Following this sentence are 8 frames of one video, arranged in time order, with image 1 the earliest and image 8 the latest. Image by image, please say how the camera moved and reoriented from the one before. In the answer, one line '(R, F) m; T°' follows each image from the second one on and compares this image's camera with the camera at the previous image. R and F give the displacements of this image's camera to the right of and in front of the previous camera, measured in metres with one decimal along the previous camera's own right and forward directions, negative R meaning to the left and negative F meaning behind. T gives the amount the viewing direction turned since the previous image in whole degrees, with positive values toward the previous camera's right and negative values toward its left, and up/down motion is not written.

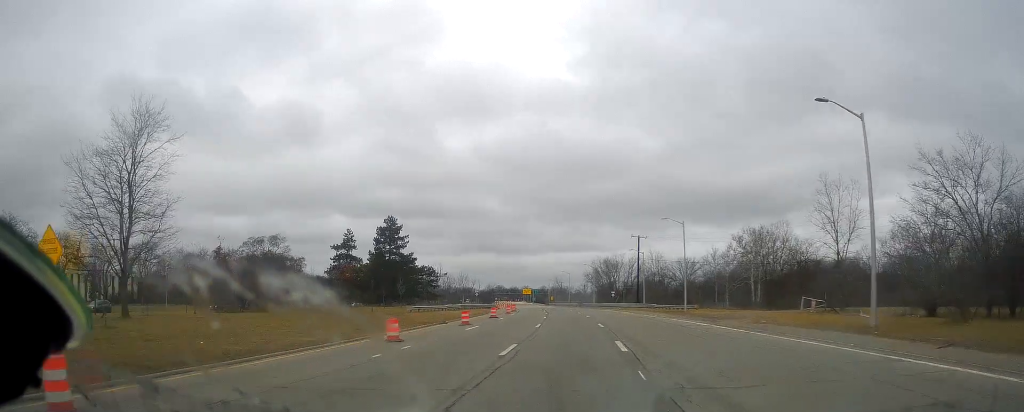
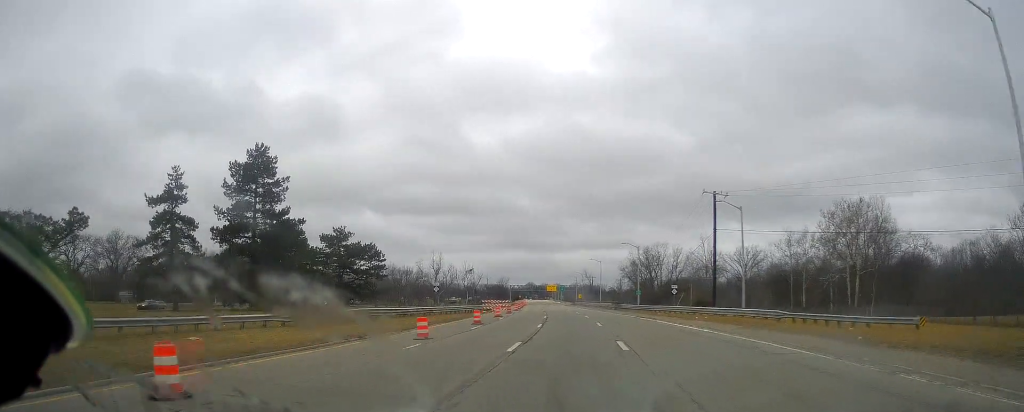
(-1.8, +44.8) m; -5°
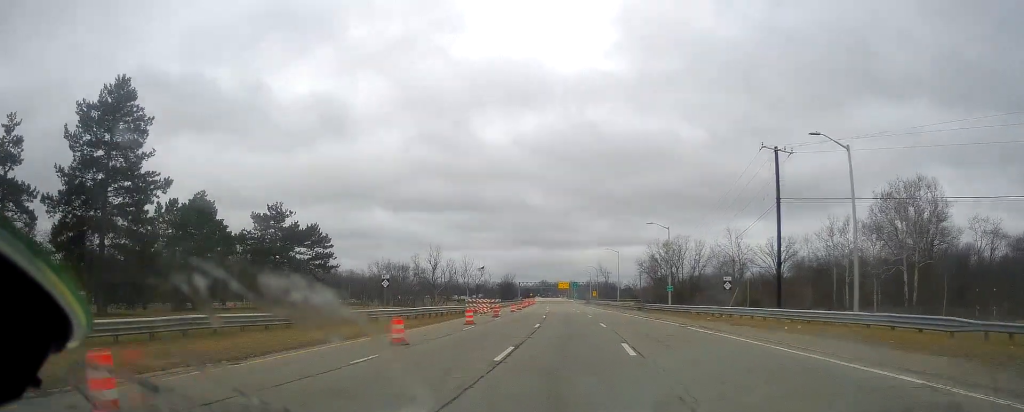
(-0.3, +18.8) m; -1°
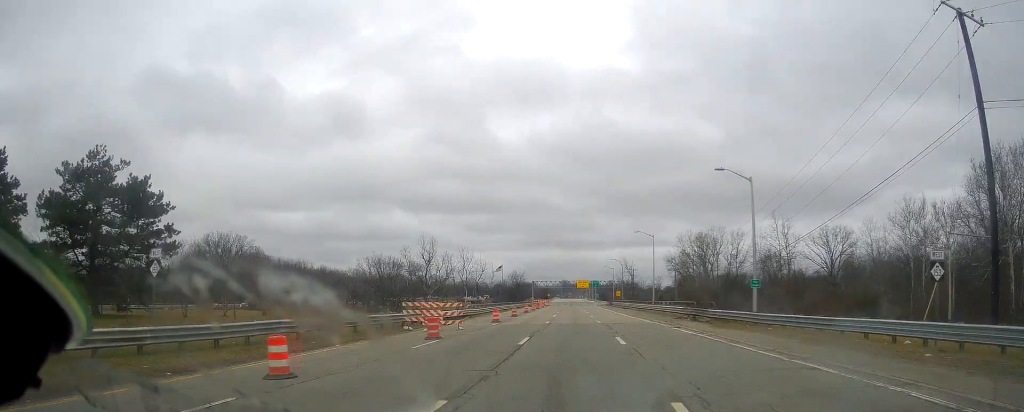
(0.0, +25.6) m; 0°
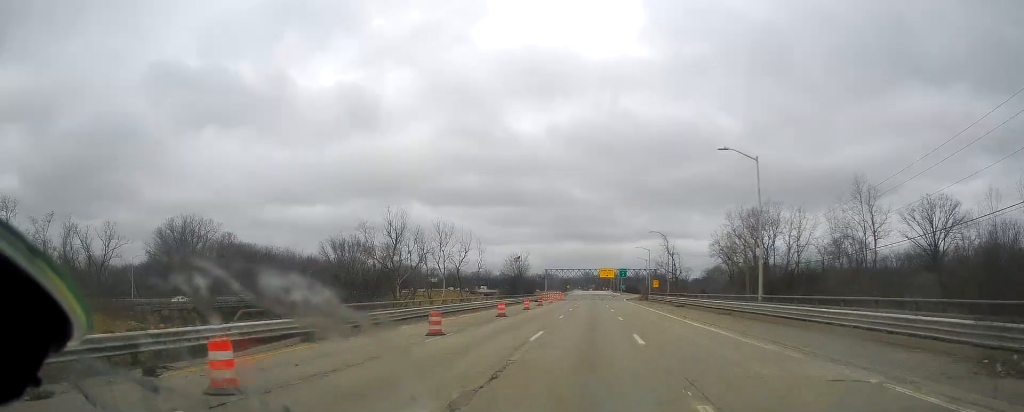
(-0.7, +37.1) m; -2°
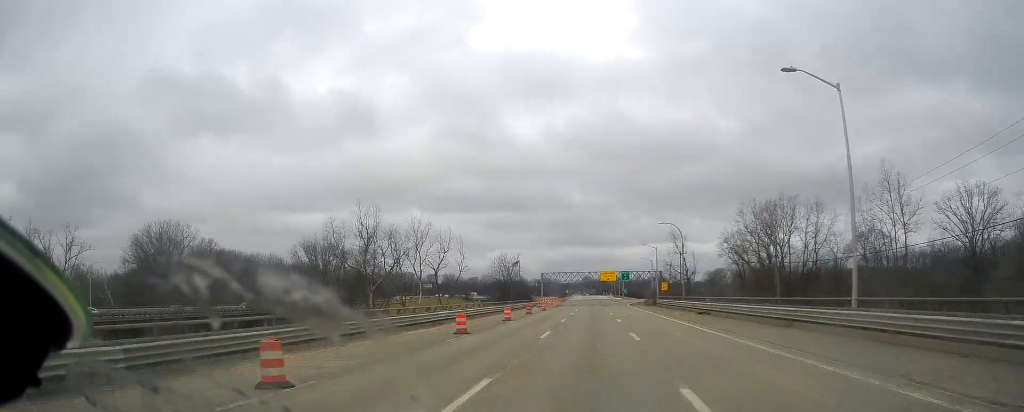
(-0.1, +12.5) m; -1°
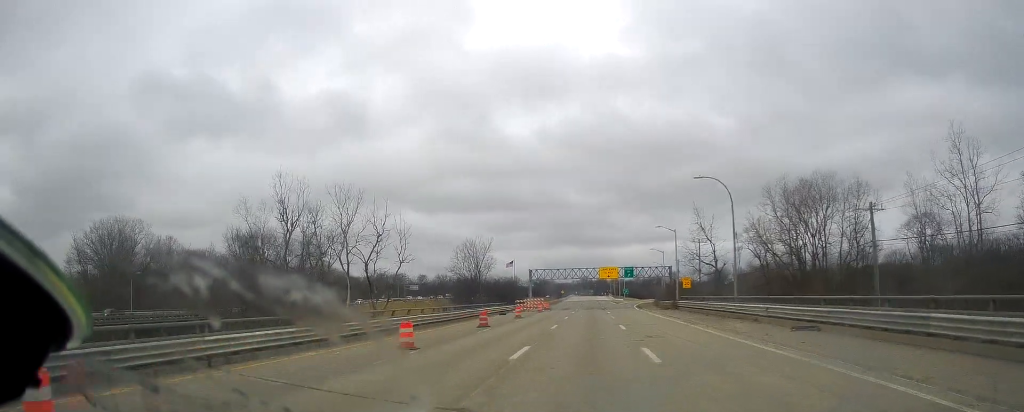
(0.0, +23.0) m; 0°
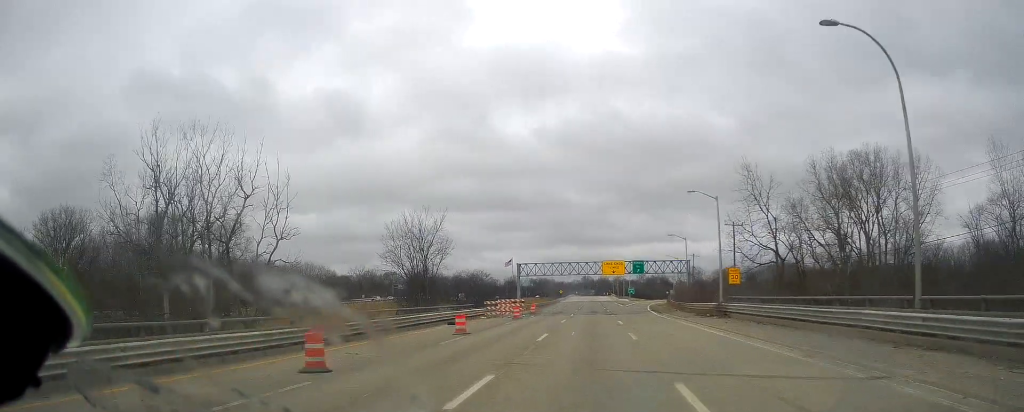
(0.0, +22.2) m; -1°
